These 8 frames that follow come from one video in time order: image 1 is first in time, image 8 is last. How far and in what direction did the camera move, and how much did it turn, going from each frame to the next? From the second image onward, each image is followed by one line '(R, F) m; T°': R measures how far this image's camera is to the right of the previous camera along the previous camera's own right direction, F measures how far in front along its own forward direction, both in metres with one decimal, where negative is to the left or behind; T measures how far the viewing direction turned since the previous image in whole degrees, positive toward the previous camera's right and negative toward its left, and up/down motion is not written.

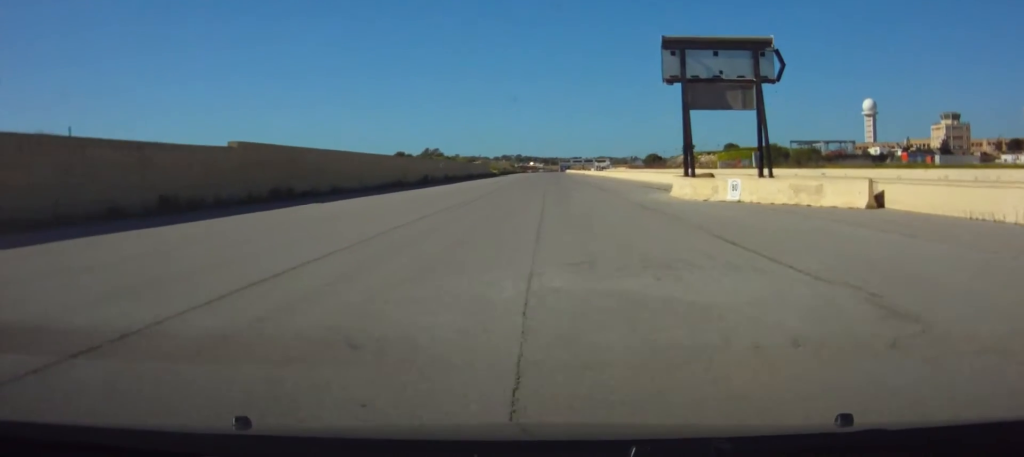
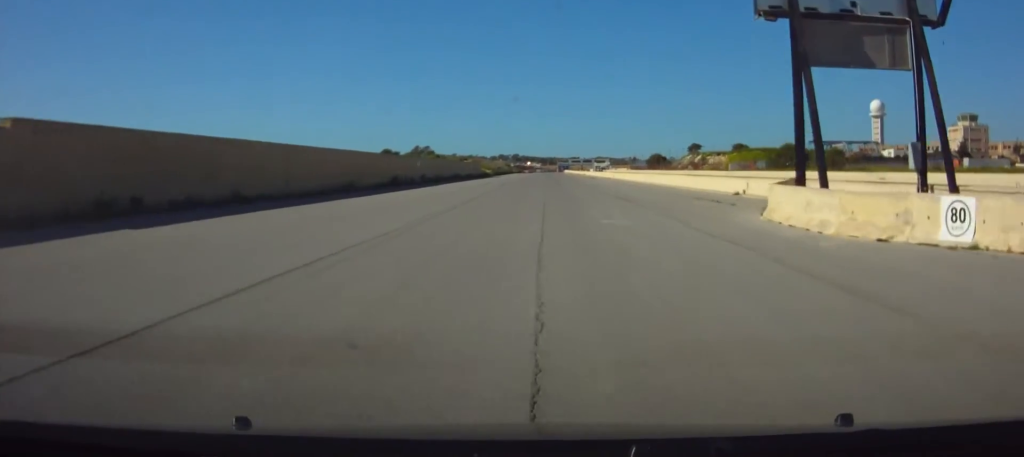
(+0.1, +16.5) m; 0°
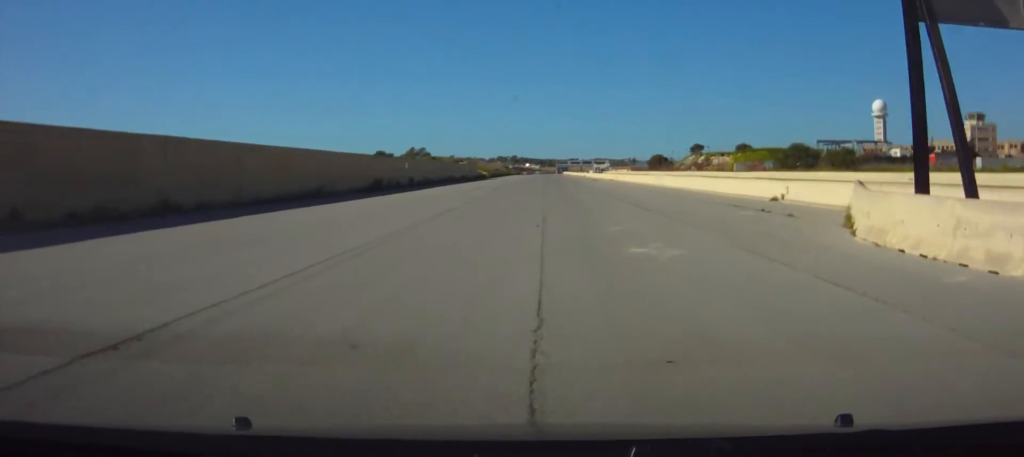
(0.0, +6.9) m; 0°
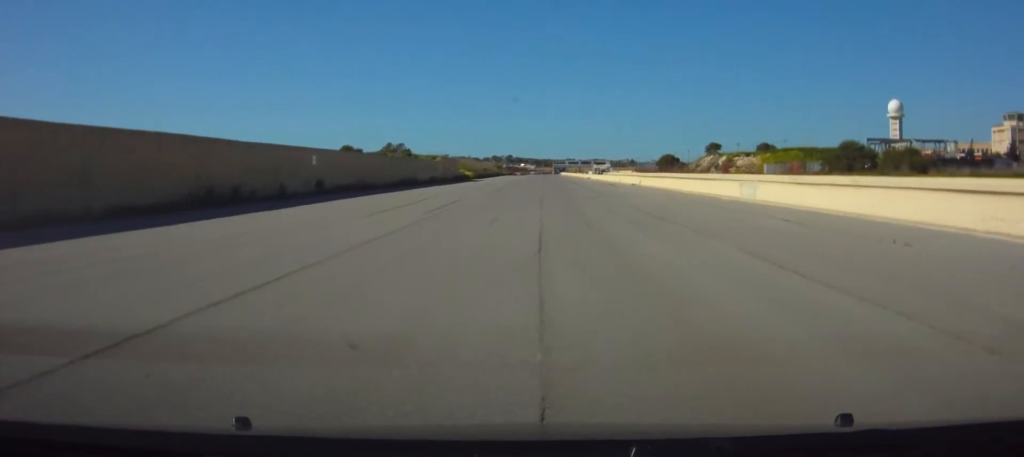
(+0.3, +31.3) m; +1°
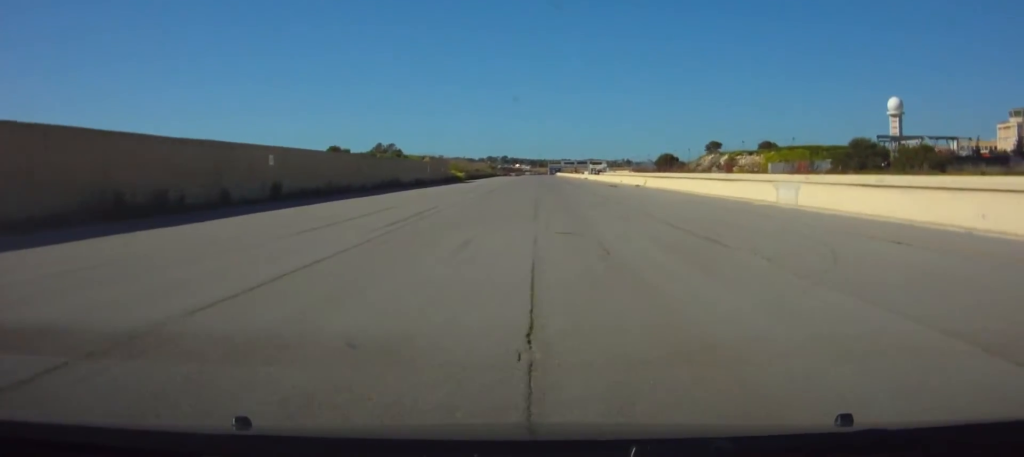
(+0.1, +6.8) m; 0°
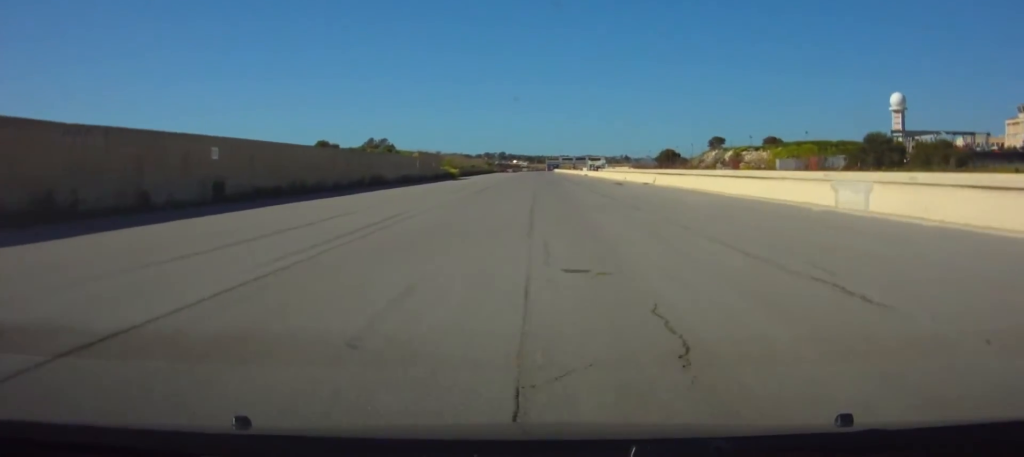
(0.0, +7.1) m; 0°
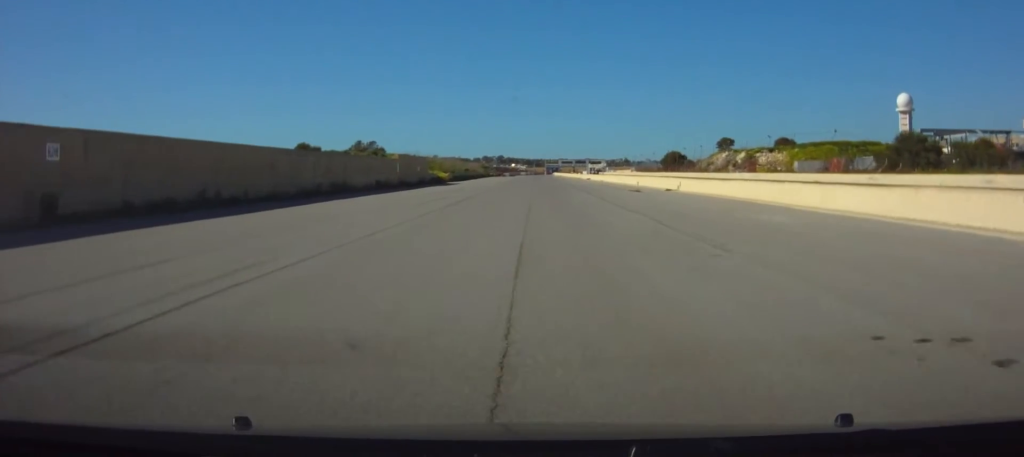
(-0.1, +11.8) m; 0°
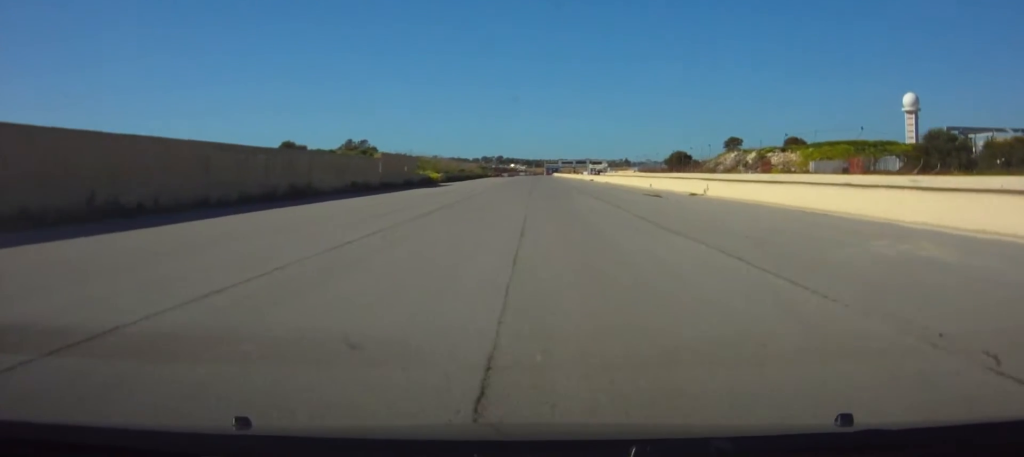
(+0.1, +8.6) m; 0°
